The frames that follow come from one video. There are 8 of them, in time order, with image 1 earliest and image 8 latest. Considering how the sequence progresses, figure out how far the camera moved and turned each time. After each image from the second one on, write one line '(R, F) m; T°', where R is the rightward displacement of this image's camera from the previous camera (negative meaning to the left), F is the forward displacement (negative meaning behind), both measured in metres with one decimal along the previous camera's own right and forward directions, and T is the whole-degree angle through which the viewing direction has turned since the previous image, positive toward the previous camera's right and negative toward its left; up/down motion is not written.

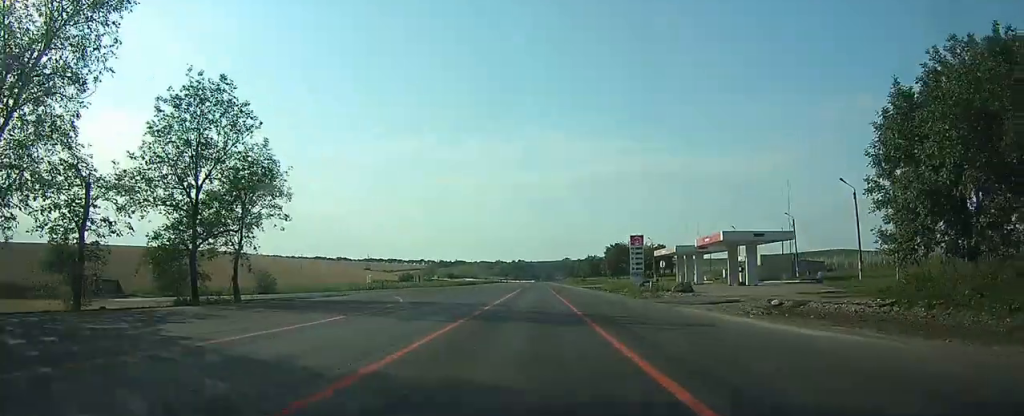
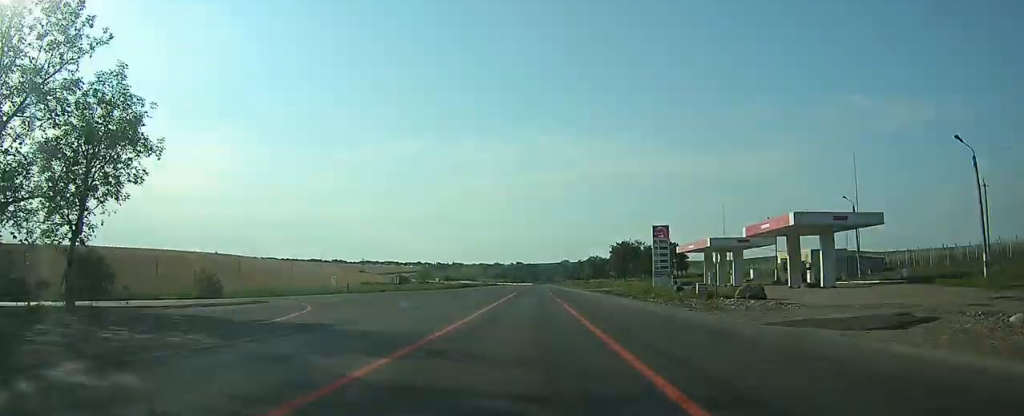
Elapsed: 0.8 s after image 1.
(+0.1, +18.3) m; +1°
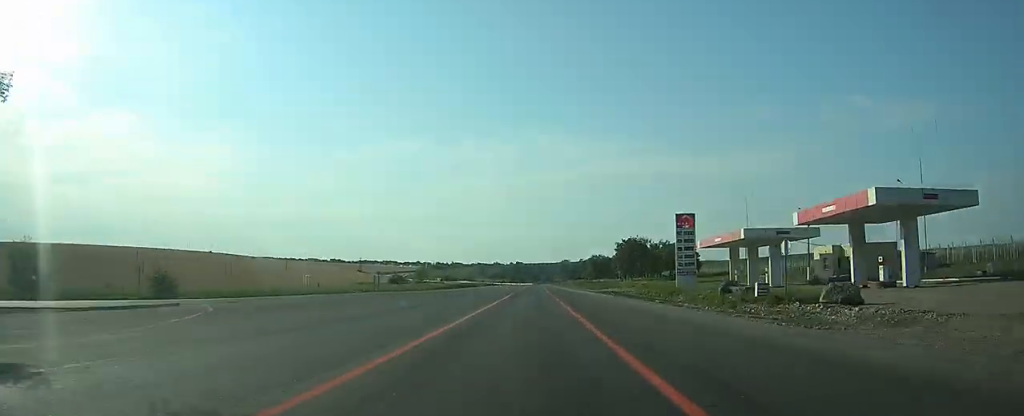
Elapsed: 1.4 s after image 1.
(+0.1, +11.6) m; 0°
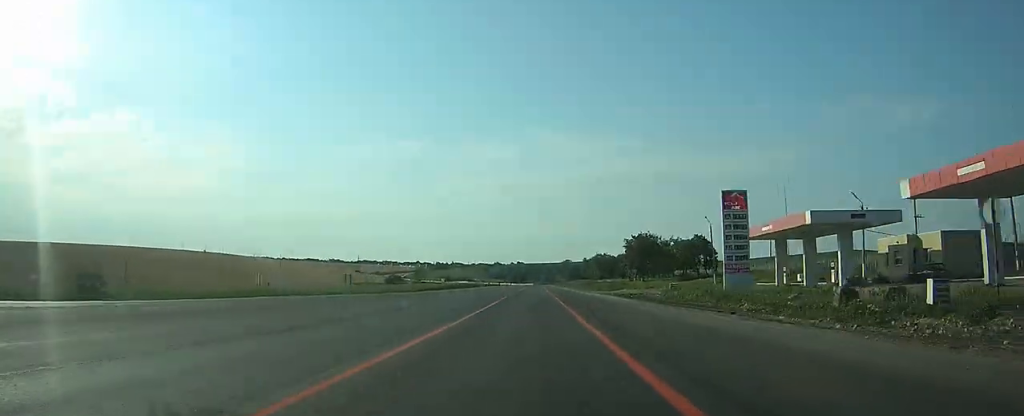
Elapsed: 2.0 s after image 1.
(+0.1, +14.5) m; 0°
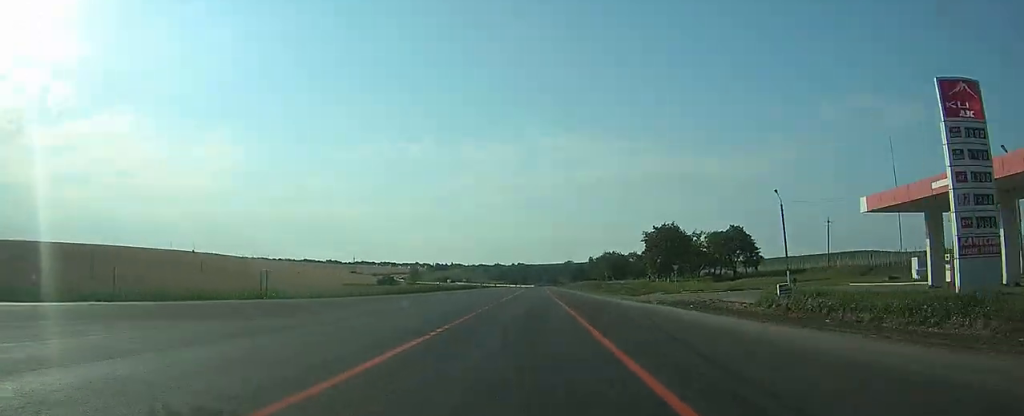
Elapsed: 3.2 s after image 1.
(-0.1, +25.1) m; -1°
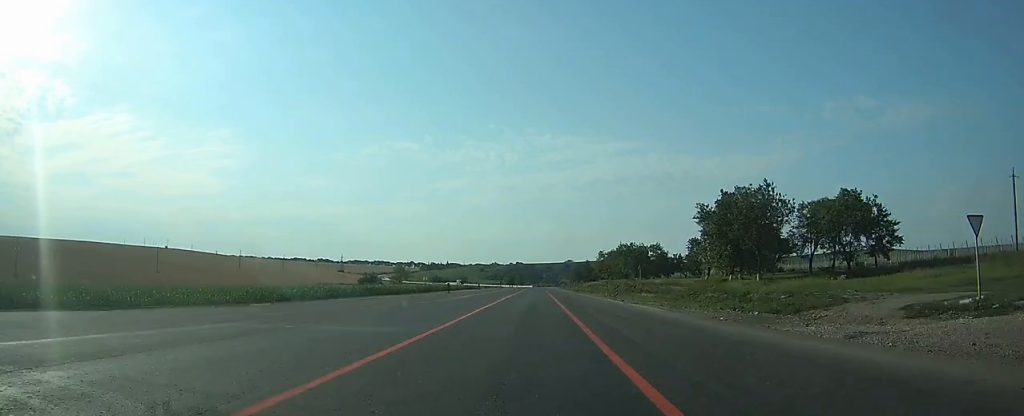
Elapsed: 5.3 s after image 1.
(-0.4, +43.7) m; -1°
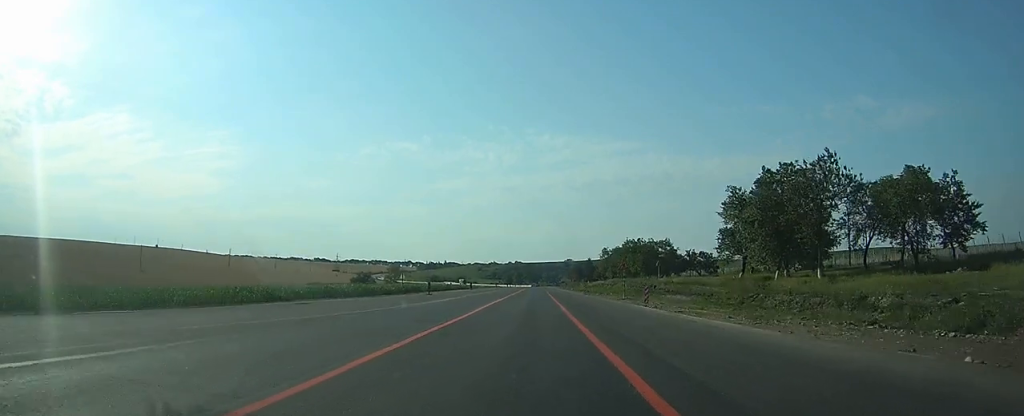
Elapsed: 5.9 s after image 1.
(0.0, +14.0) m; 0°
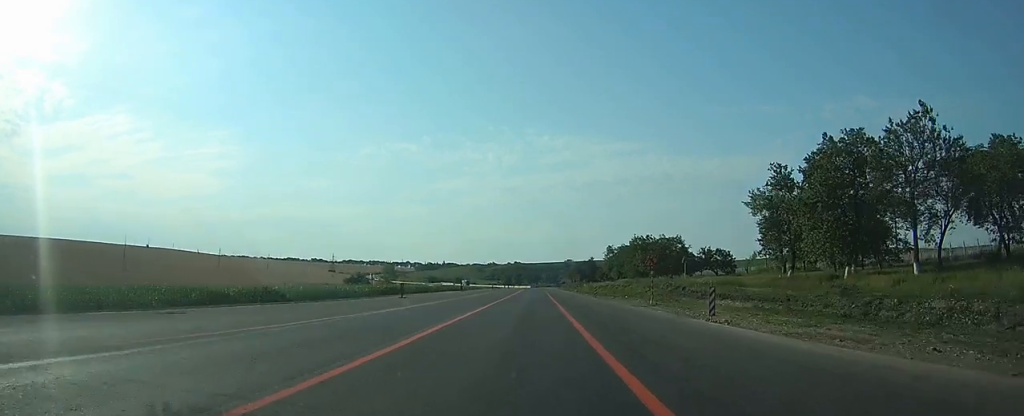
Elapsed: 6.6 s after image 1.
(+0.1, +13.3) m; 0°
